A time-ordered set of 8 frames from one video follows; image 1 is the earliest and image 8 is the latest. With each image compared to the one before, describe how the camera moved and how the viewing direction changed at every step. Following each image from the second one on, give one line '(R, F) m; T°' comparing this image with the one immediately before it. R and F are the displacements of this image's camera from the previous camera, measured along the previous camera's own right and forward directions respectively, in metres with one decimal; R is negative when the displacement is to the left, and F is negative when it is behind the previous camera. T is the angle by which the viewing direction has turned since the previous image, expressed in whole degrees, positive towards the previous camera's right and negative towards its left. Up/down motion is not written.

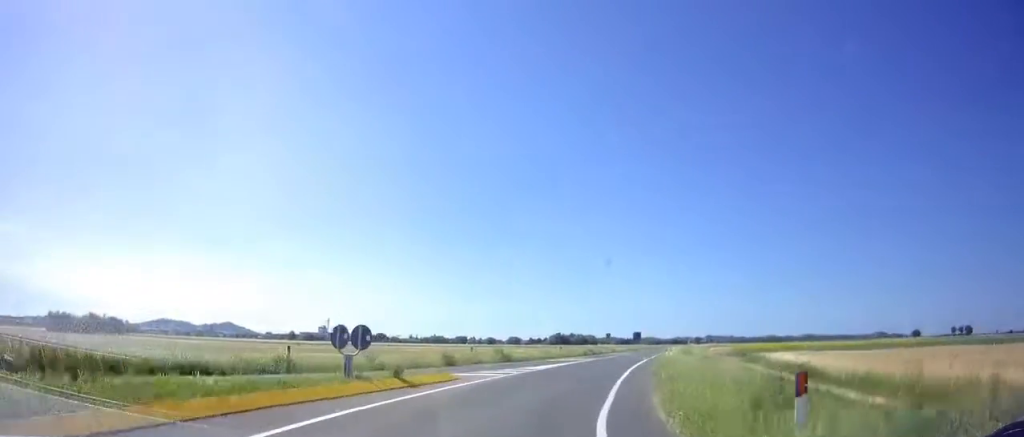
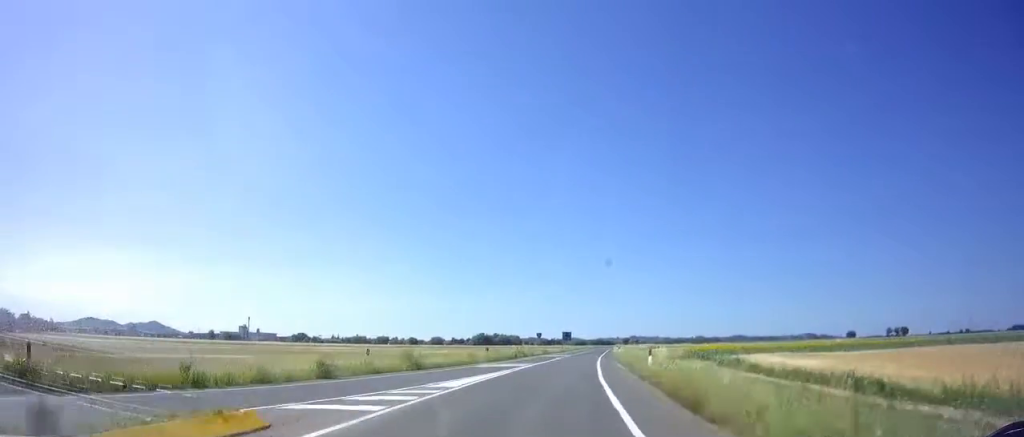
(+0.4, +9.4) m; +6°
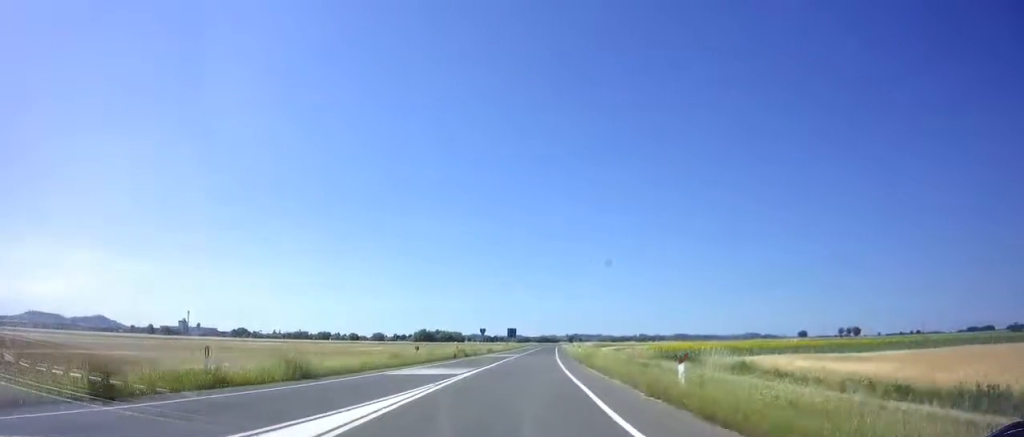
(+0.5, +9.7) m; +5°
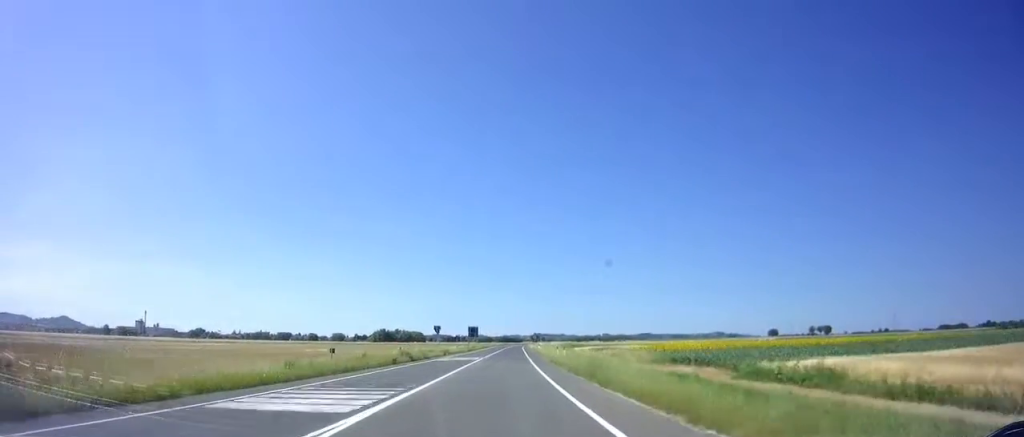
(+0.5, +11.4) m; +4°
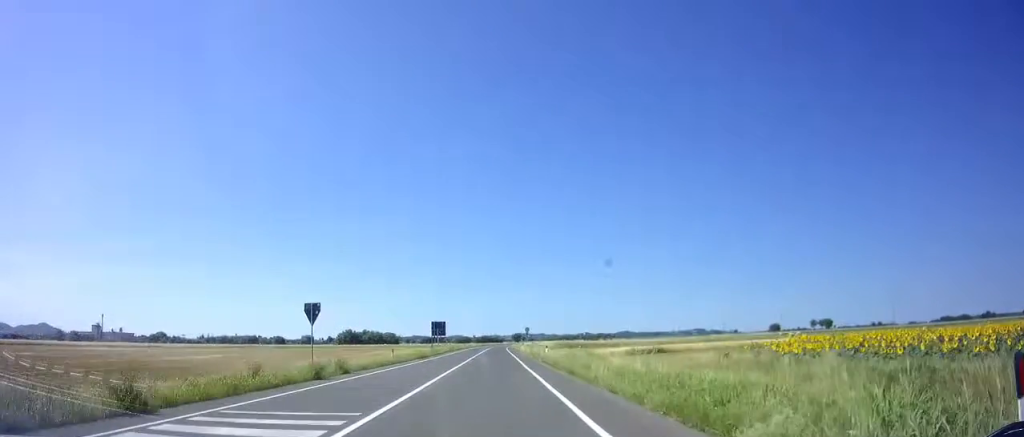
(+0.9, +34.2) m; +2°
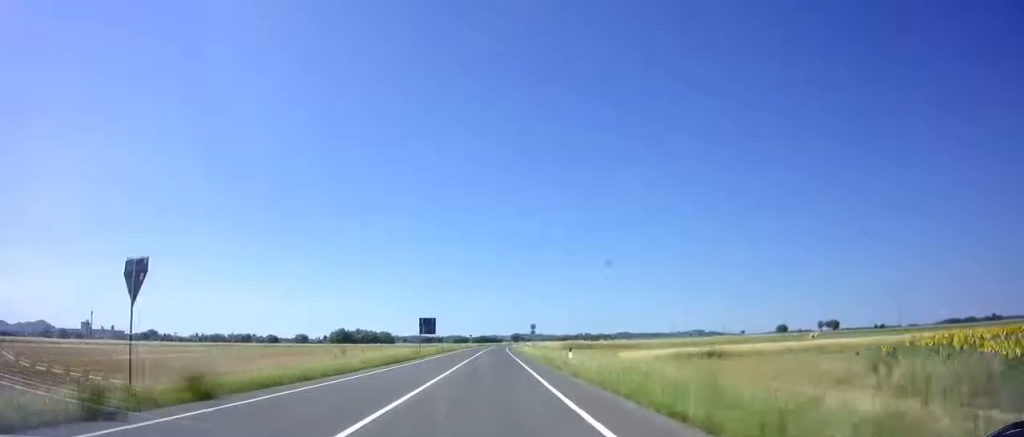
(0.0, +12.8) m; 0°
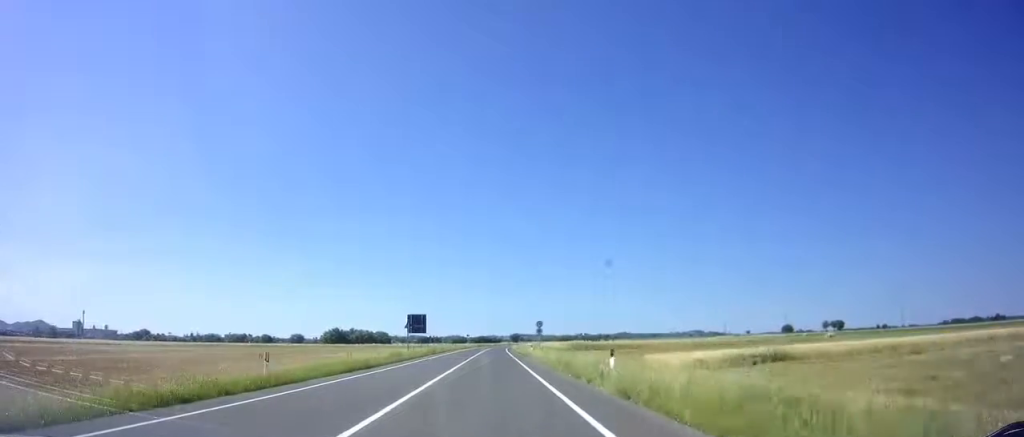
(0.0, +8.6) m; 0°
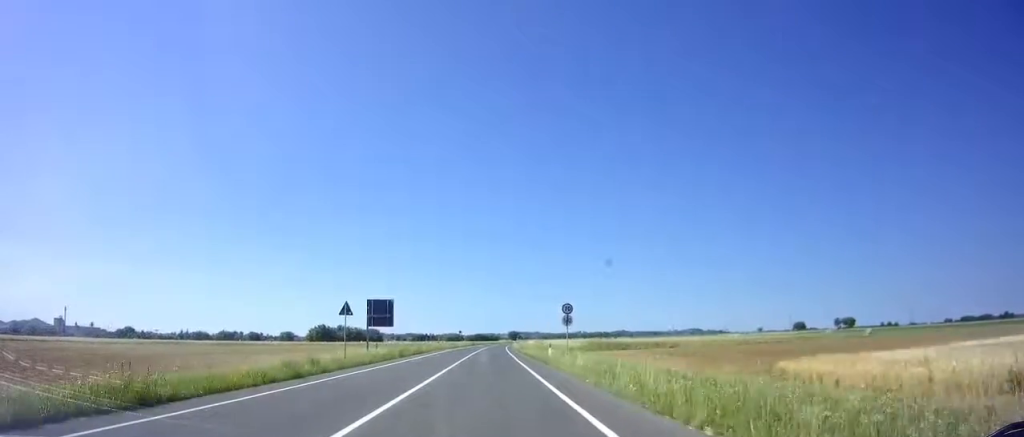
(0.0, +19.0) m; 0°
